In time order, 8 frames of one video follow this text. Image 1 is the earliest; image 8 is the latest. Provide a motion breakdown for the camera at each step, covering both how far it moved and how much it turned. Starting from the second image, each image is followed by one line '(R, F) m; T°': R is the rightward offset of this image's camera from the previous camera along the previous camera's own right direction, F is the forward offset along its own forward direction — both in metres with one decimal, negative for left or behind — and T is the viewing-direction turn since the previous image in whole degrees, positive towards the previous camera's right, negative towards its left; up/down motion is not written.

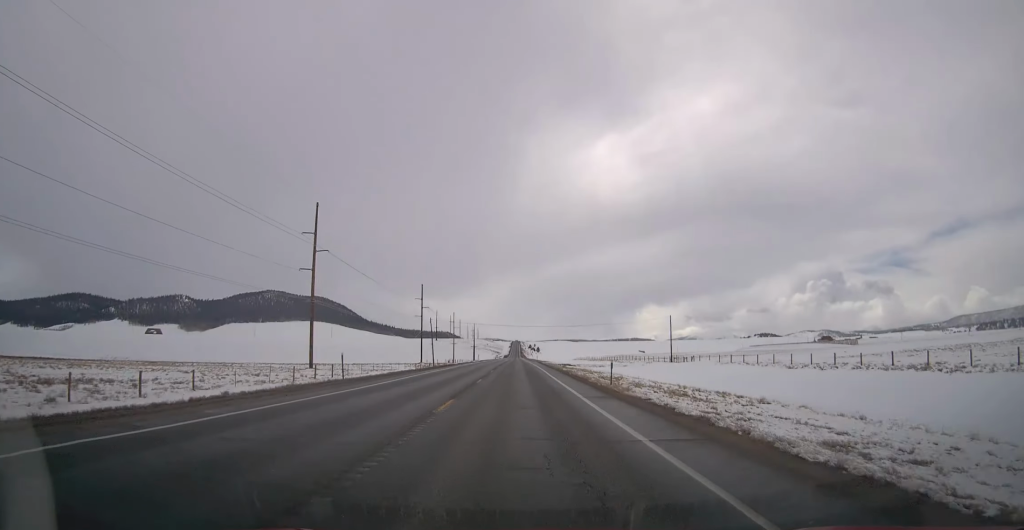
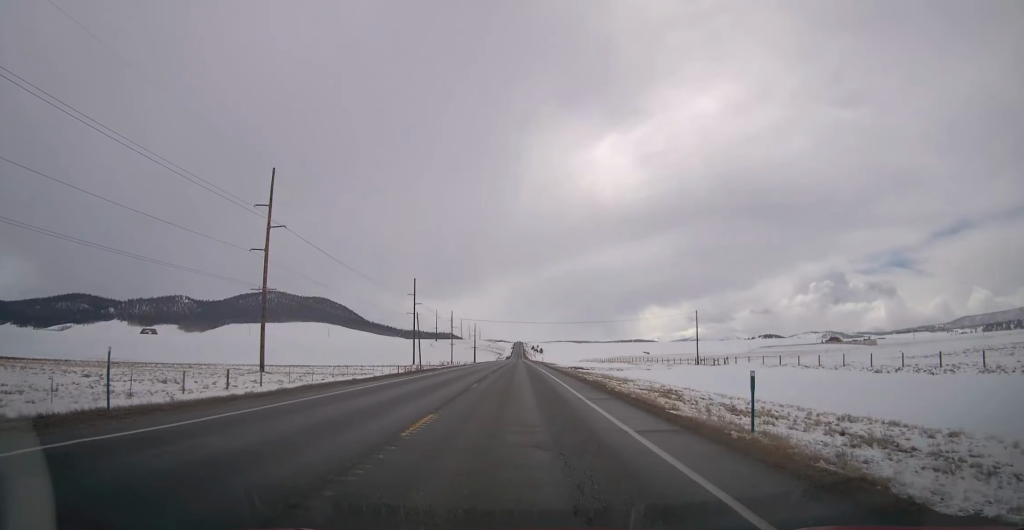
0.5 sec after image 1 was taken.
(0.0, +16.2) m; 0°
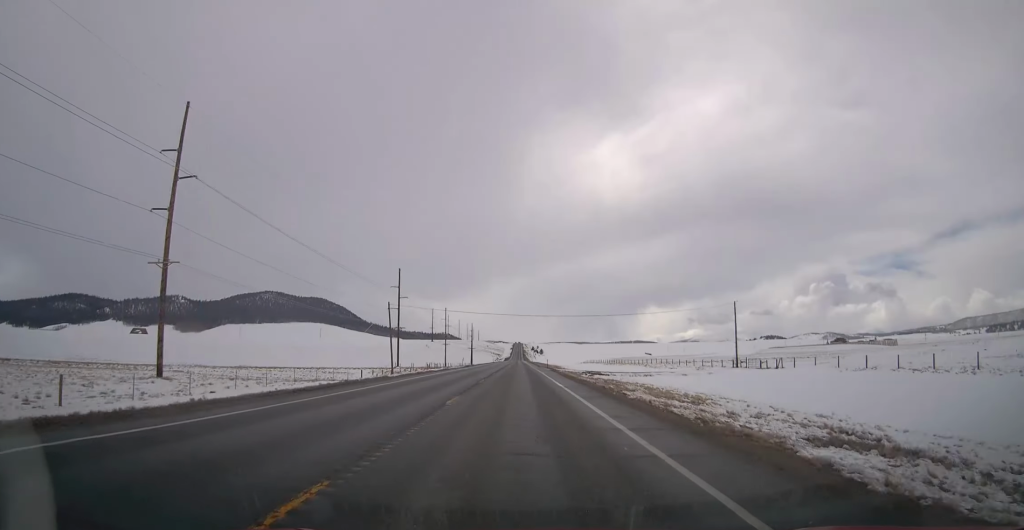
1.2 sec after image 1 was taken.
(0.0, +18.6) m; 0°
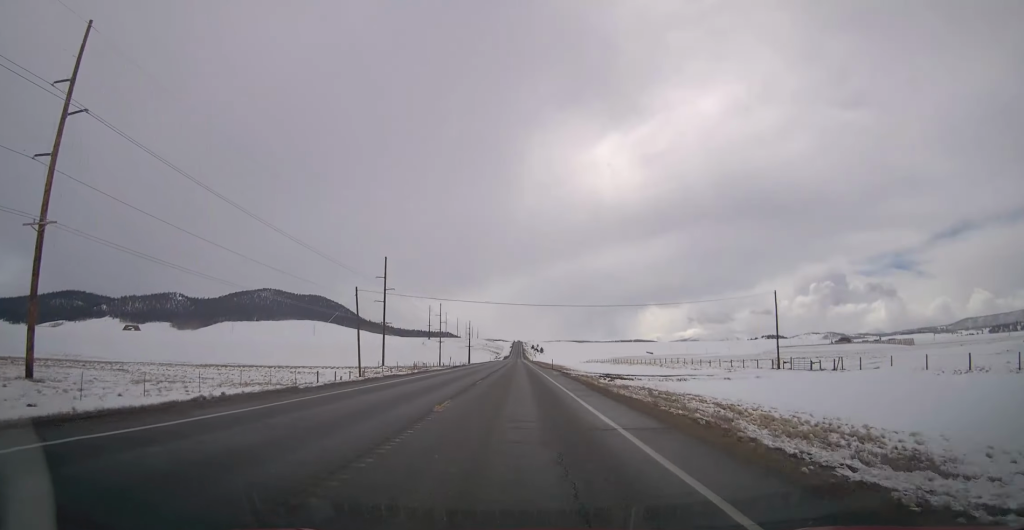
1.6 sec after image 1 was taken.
(0.0, +14.0) m; 0°
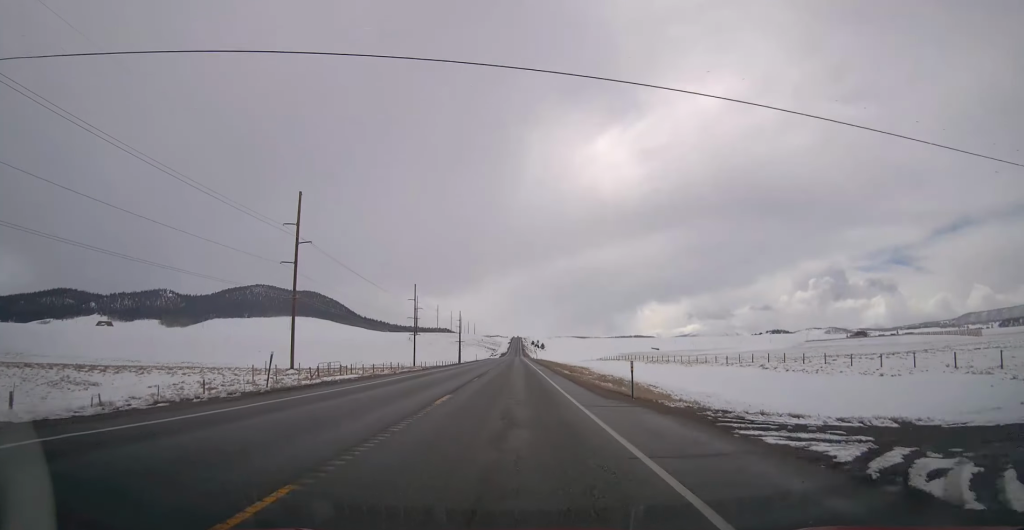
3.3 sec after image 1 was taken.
(+0.2, +47.5) m; +1°
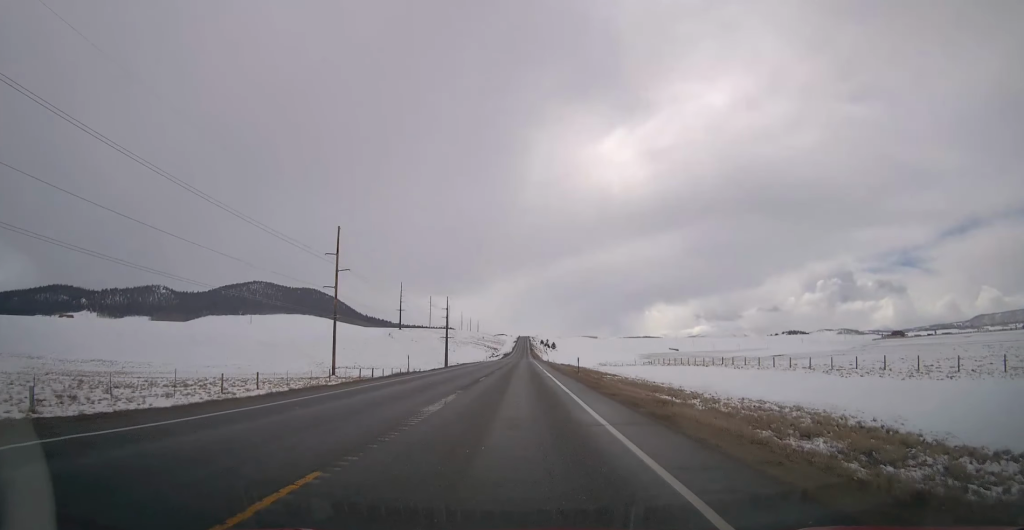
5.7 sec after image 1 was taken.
(-0.4, +71.6) m; -1°
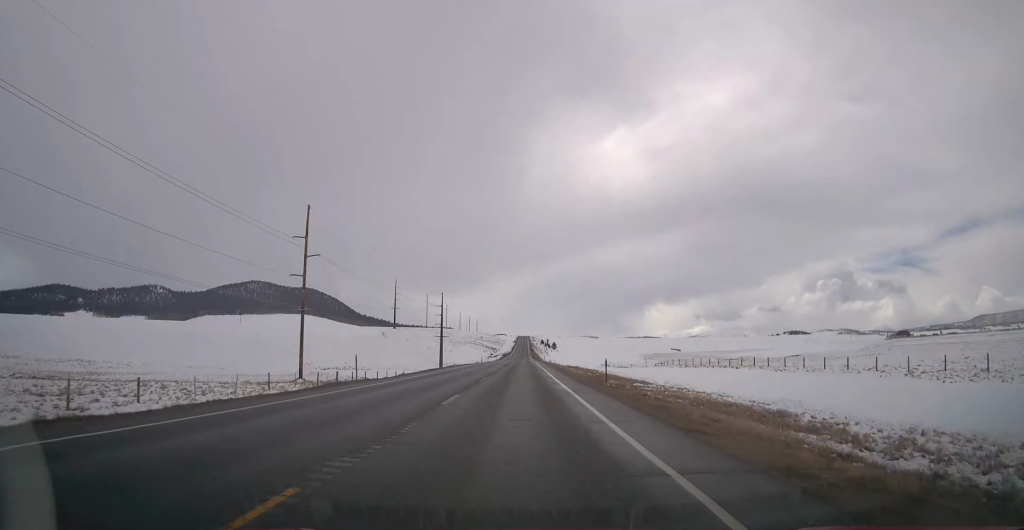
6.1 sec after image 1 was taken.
(0.0, +13.1) m; 0°
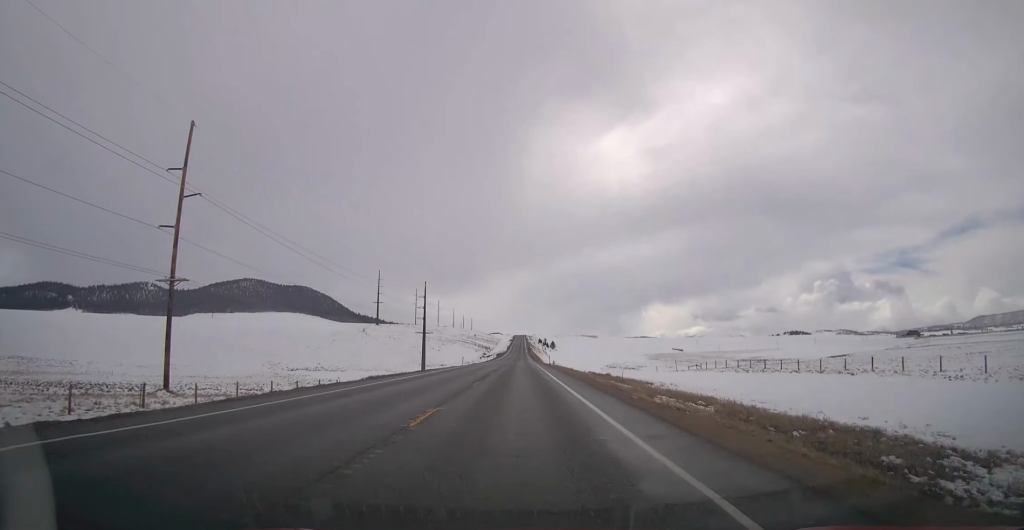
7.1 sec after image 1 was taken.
(-0.1, +28.4) m; 0°
